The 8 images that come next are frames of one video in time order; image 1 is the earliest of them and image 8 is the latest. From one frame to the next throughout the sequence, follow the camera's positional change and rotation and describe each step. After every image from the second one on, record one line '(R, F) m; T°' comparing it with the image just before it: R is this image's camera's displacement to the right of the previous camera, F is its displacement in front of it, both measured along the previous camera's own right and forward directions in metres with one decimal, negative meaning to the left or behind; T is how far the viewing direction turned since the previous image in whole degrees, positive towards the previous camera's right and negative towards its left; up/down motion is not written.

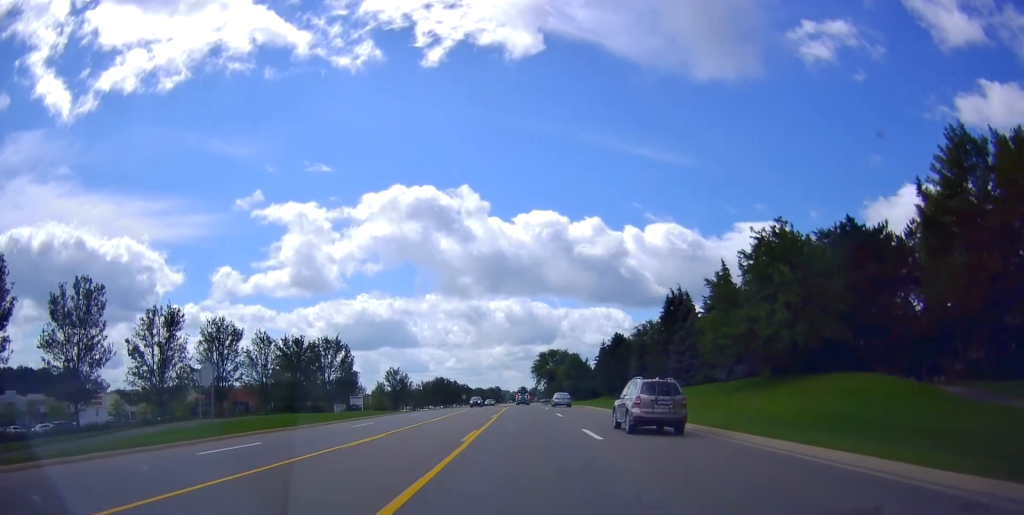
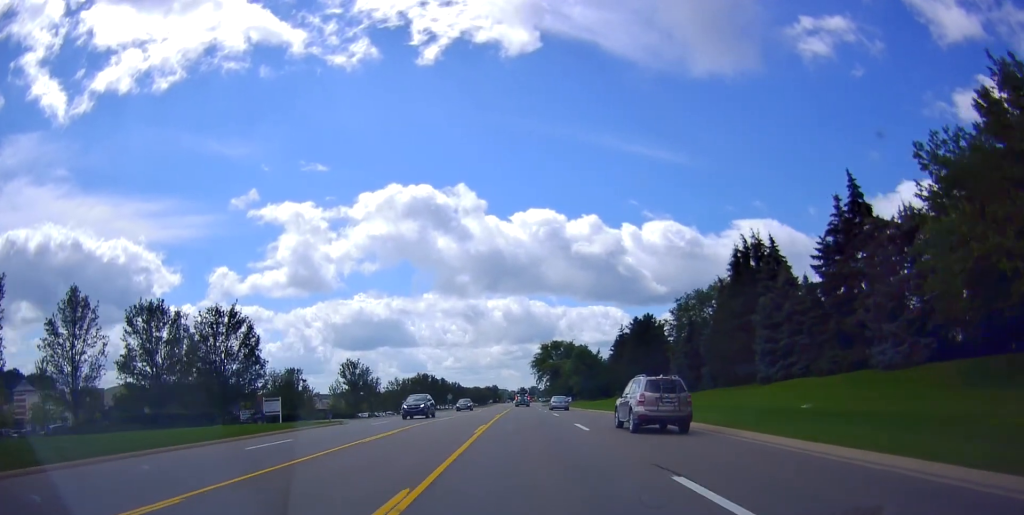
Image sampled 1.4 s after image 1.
(+0.2, +28.1) m; 0°
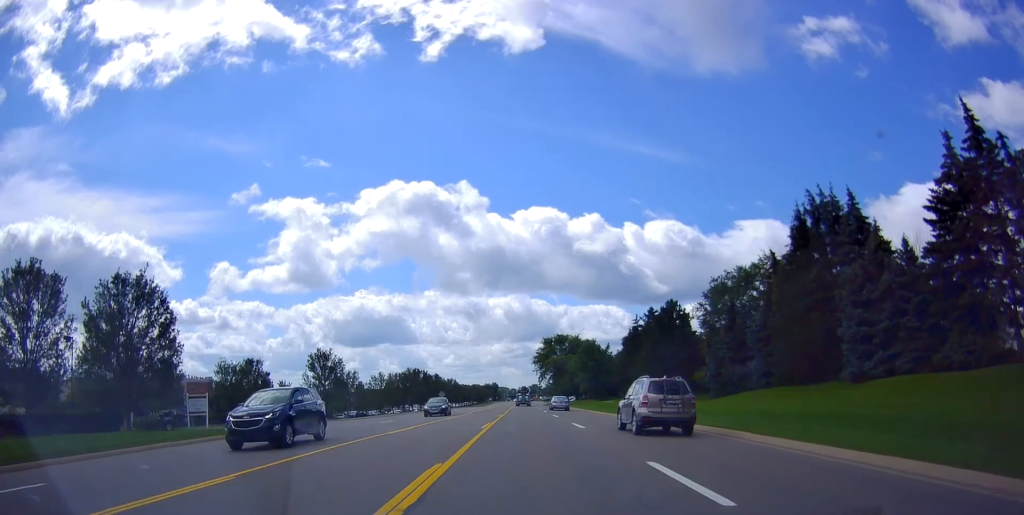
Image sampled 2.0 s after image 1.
(-0.2, +13.6) m; -1°
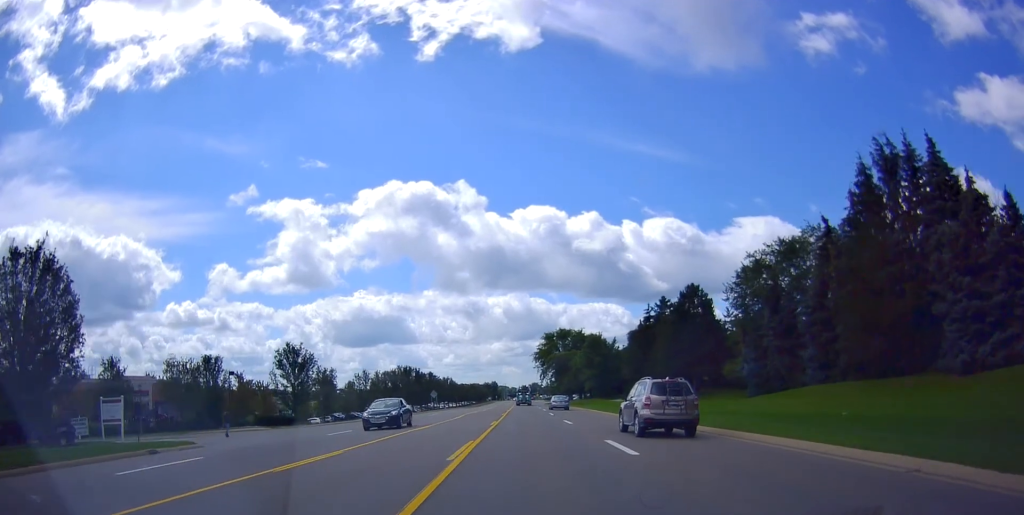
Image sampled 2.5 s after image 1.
(-0.1, +10.2) m; 0°
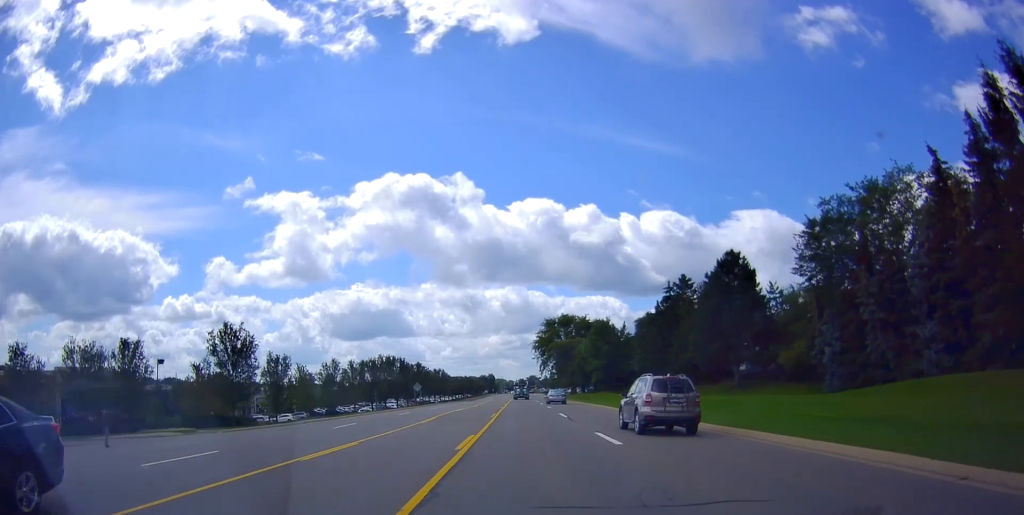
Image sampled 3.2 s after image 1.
(0.0, +14.3) m; +1°
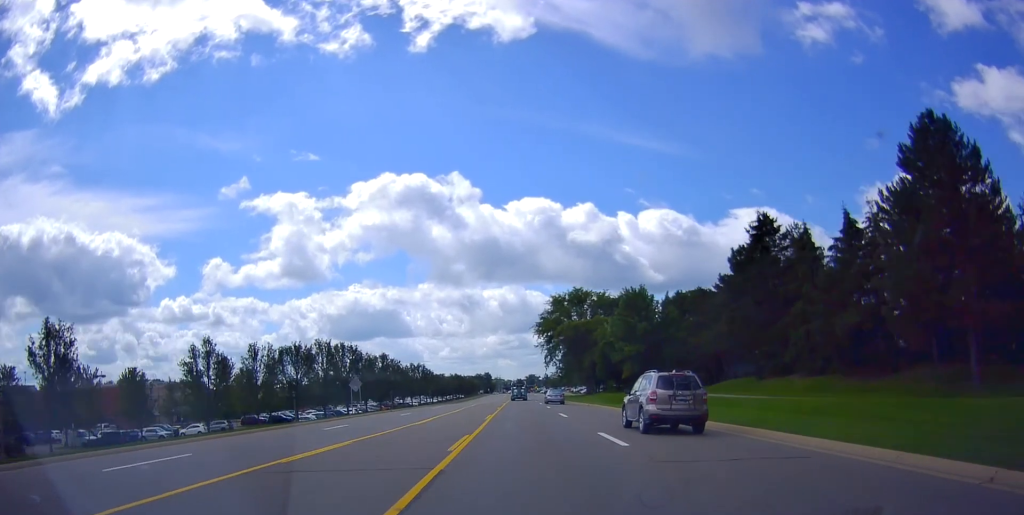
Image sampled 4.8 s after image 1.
(+1.0, +32.6) m; +2°
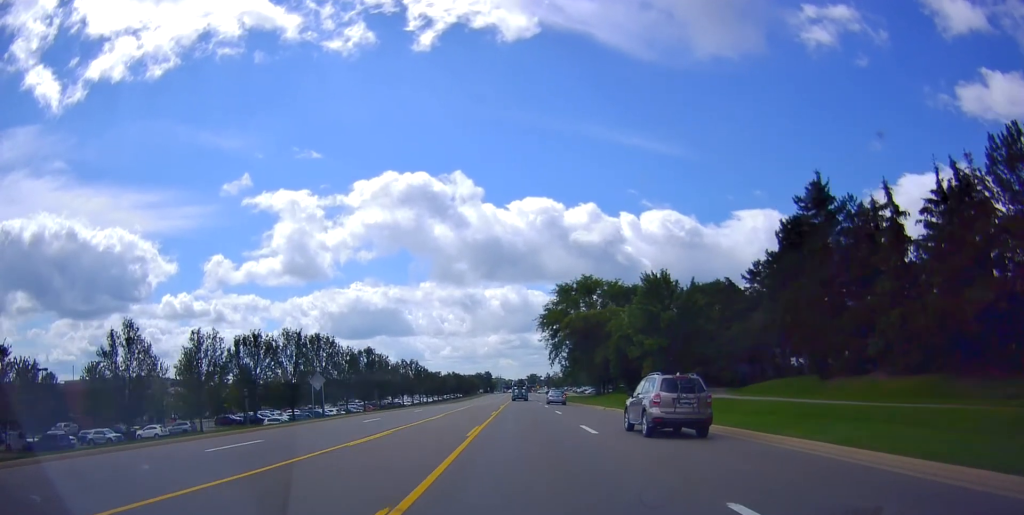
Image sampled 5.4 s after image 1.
(+0.3, +10.8) m; -1°
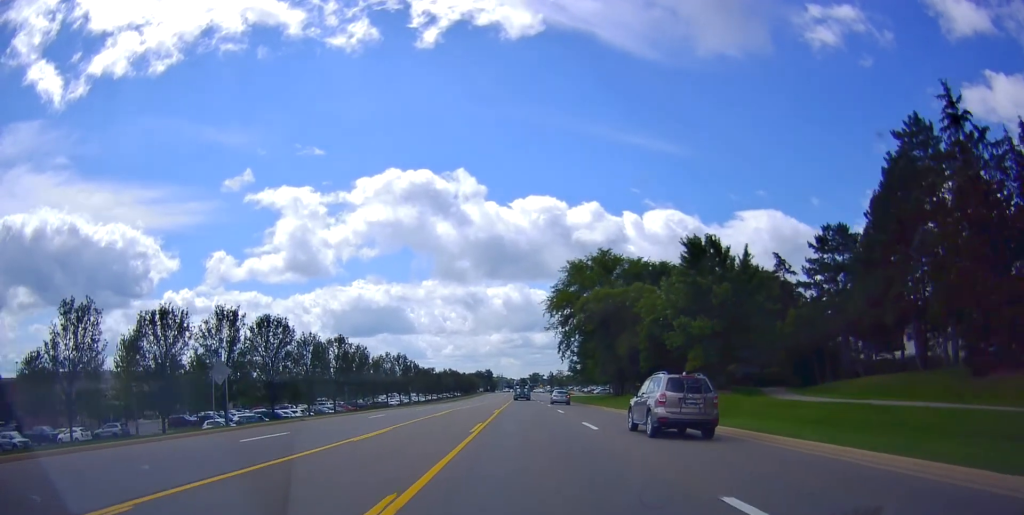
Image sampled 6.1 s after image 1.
(-0.5, +15.5) m; -2°
